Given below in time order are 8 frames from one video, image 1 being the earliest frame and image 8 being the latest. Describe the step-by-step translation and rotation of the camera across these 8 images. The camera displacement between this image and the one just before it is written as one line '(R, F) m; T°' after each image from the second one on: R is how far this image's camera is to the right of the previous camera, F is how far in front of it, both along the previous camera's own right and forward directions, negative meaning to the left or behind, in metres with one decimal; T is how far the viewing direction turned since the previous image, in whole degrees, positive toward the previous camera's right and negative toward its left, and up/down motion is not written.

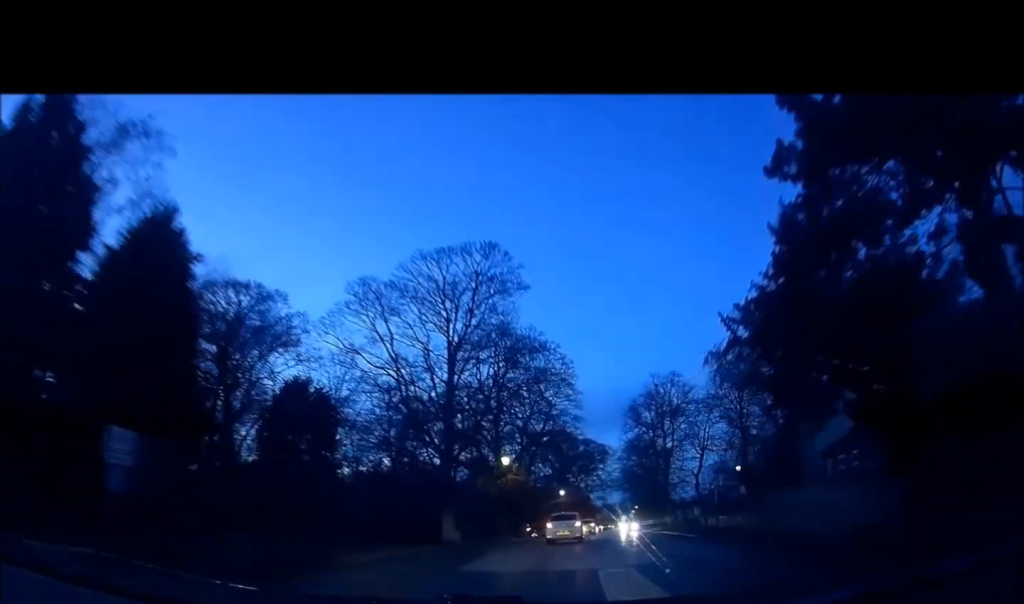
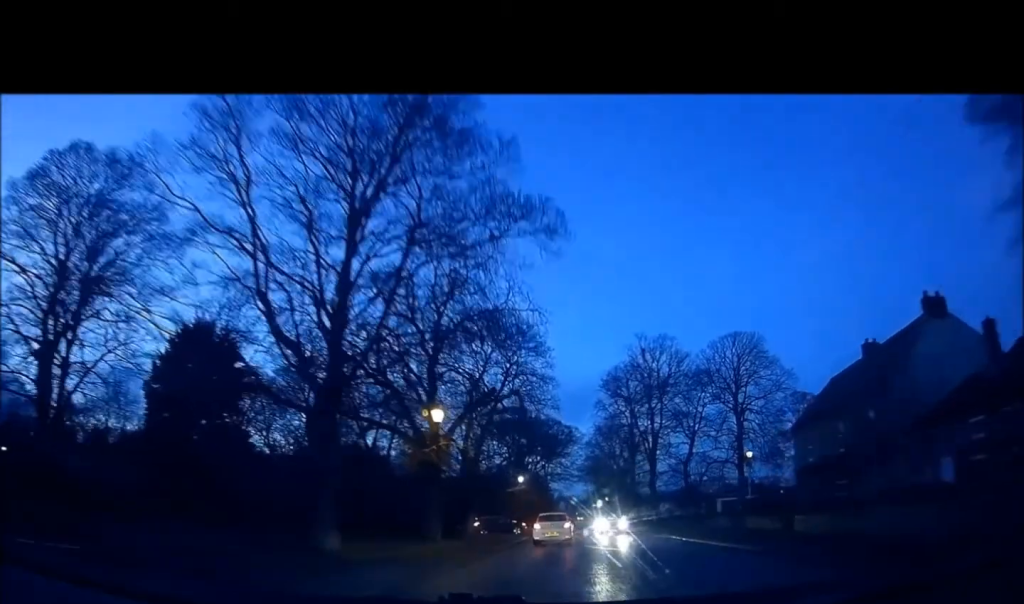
(+0.7, +12.9) m; +6°
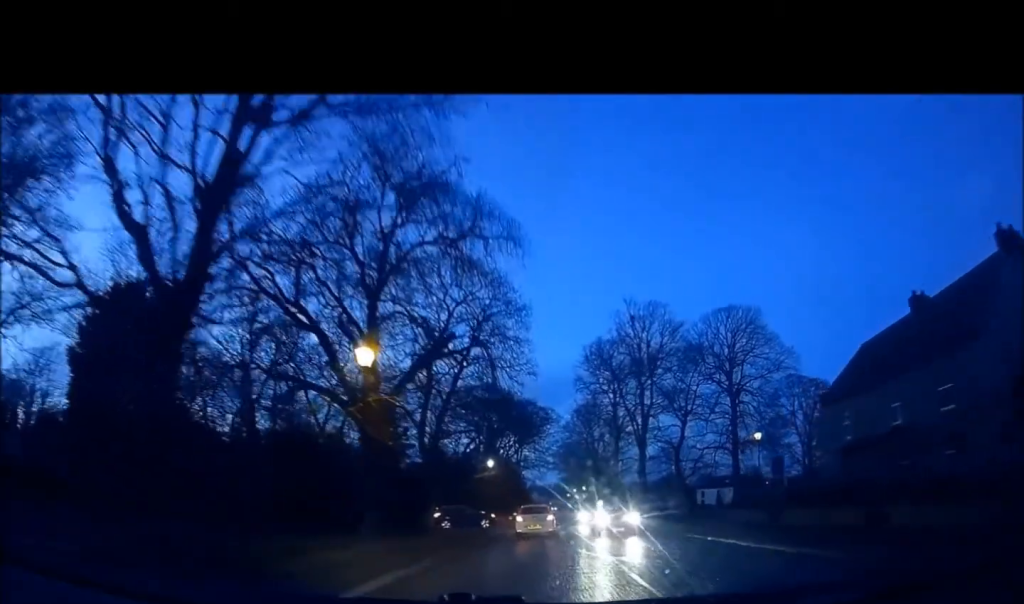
(+0.2, +7.1) m; +1°
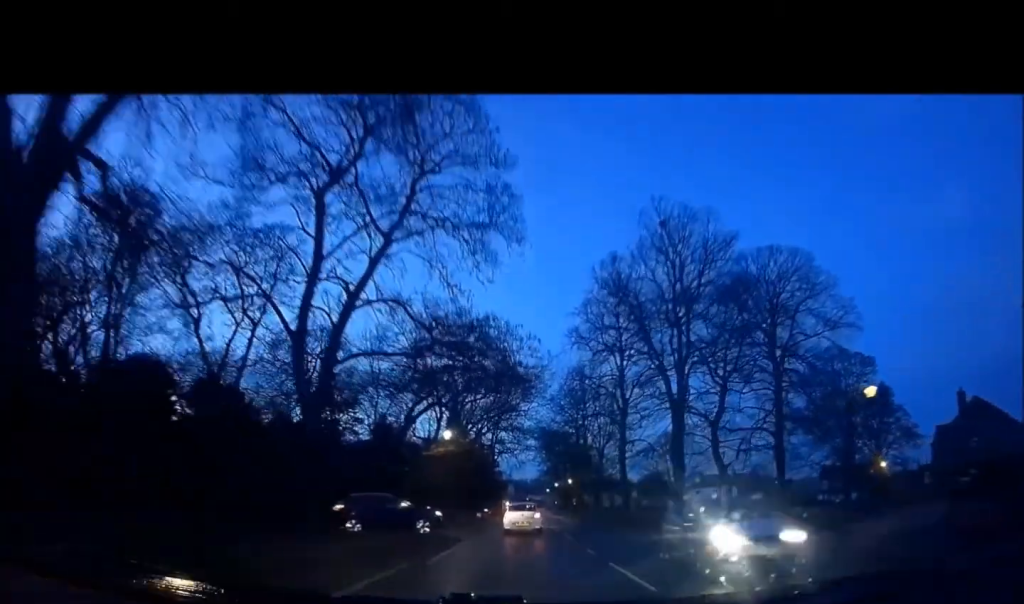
(+0.1, +14.8) m; +2°
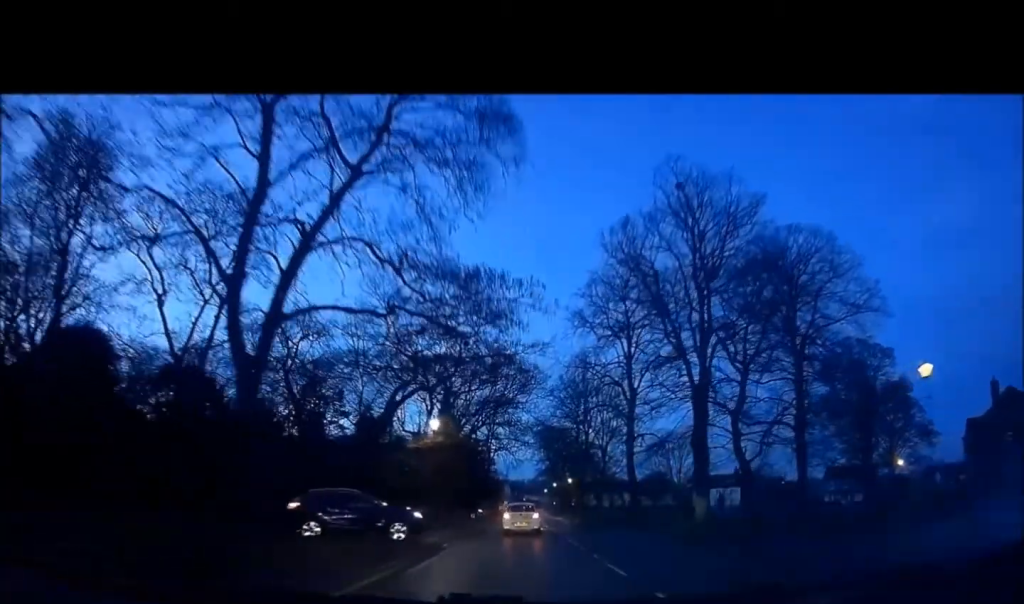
(0.0, +3.8) m; +2°
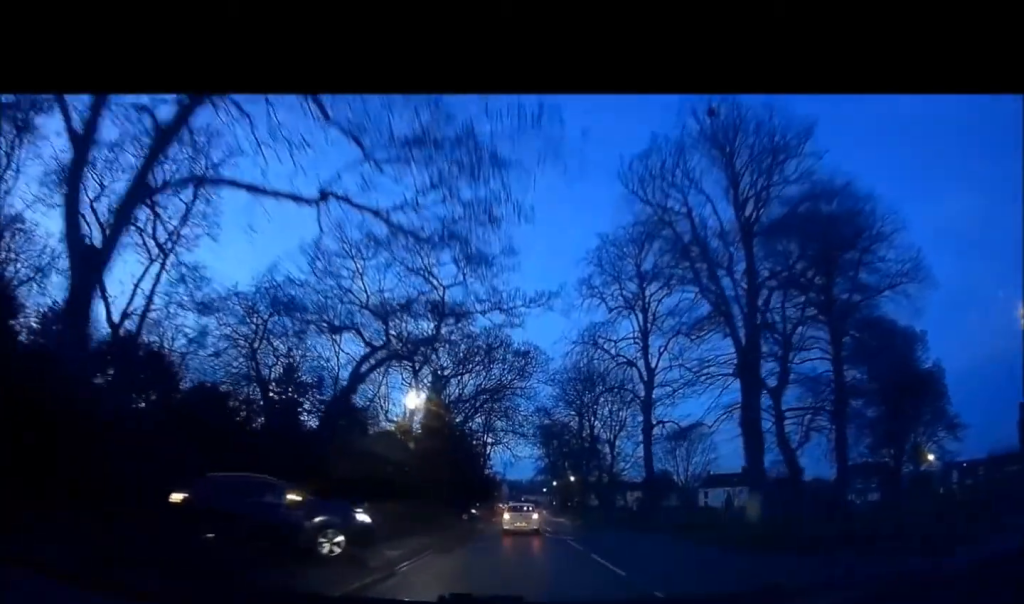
(+0.1, +5.6) m; +2°
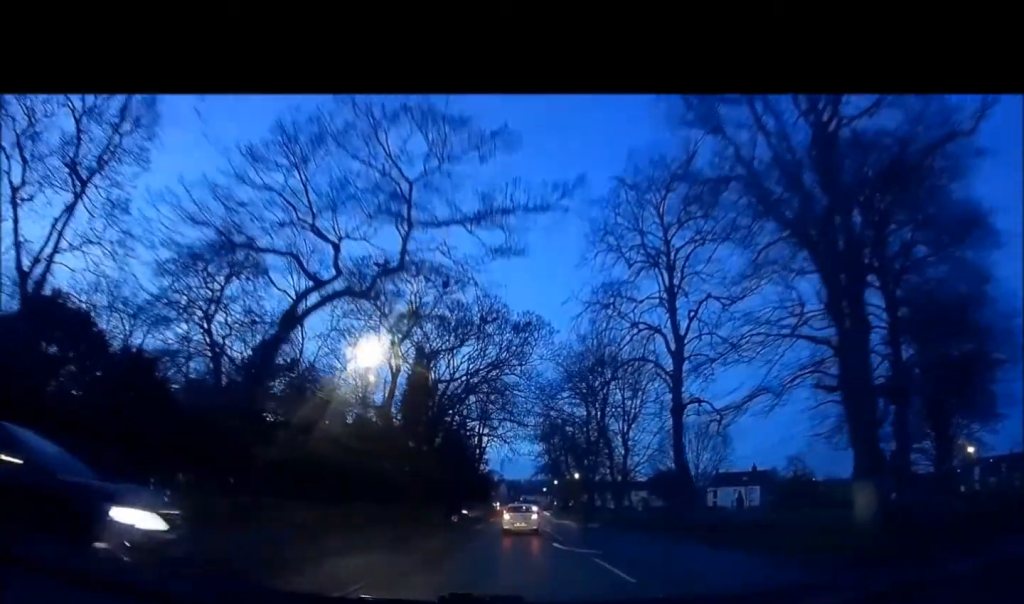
(+0.3, +6.9) m; +2°
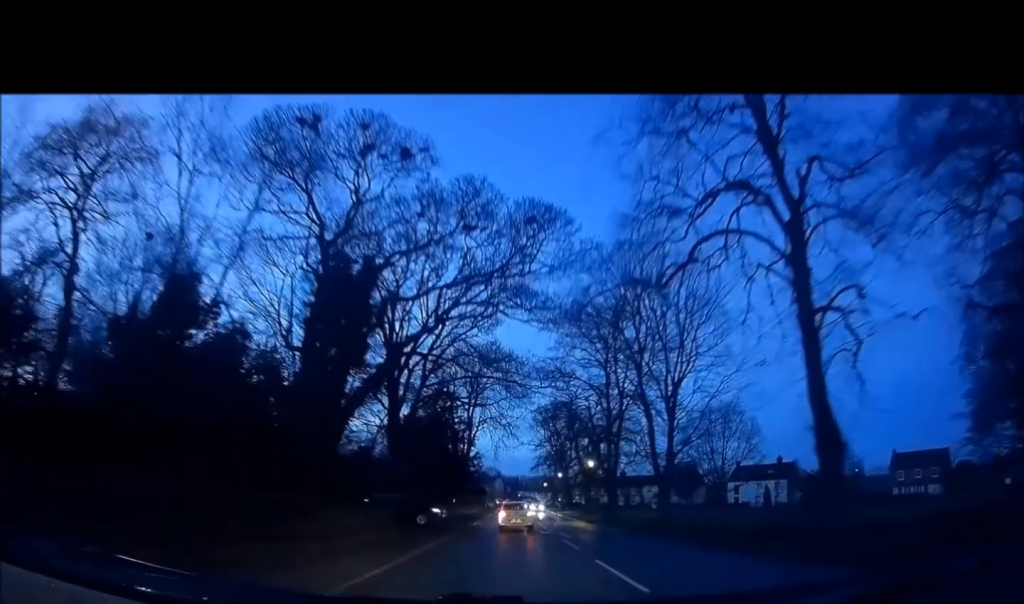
(0.0, +13.2) m; +1°
